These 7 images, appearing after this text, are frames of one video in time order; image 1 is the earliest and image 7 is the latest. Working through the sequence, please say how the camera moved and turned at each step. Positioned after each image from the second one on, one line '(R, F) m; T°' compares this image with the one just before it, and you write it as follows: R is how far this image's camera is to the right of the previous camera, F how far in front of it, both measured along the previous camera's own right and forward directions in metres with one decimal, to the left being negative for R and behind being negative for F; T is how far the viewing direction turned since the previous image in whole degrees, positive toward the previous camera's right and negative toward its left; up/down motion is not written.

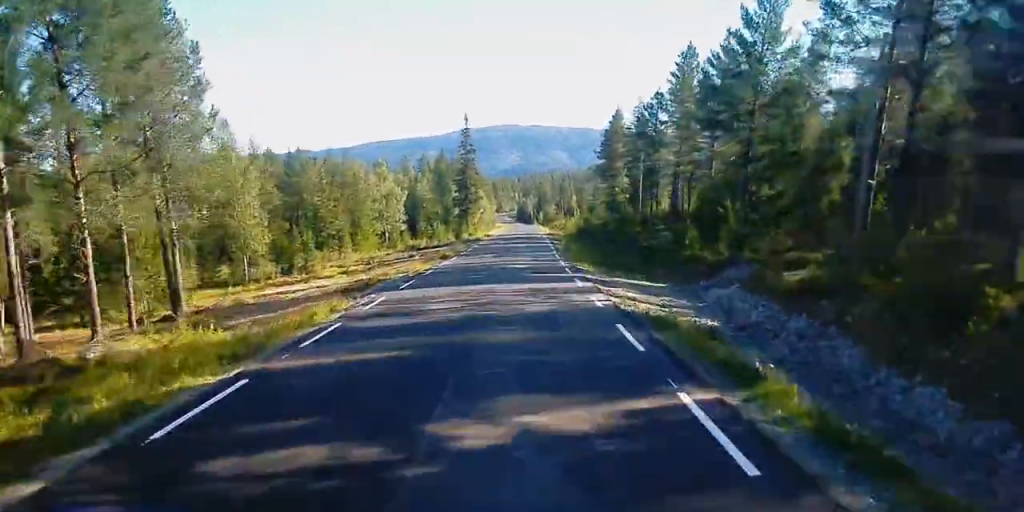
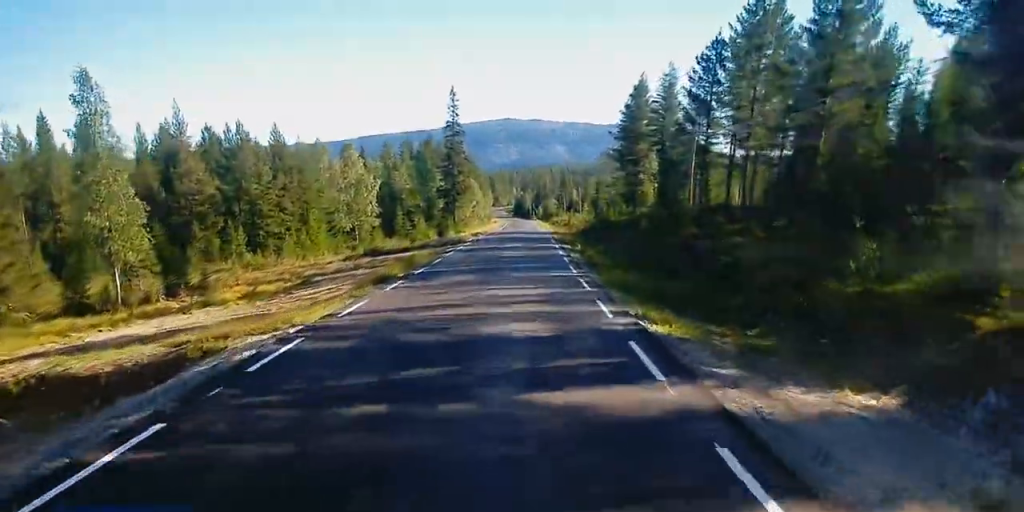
(+0.2, +20.5) m; +1°
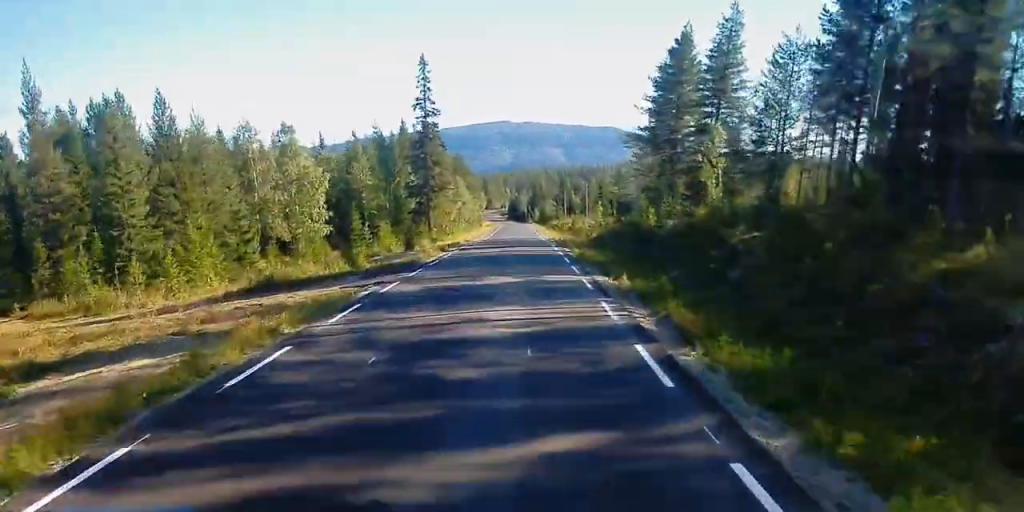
(+0.2, +24.5) m; 0°
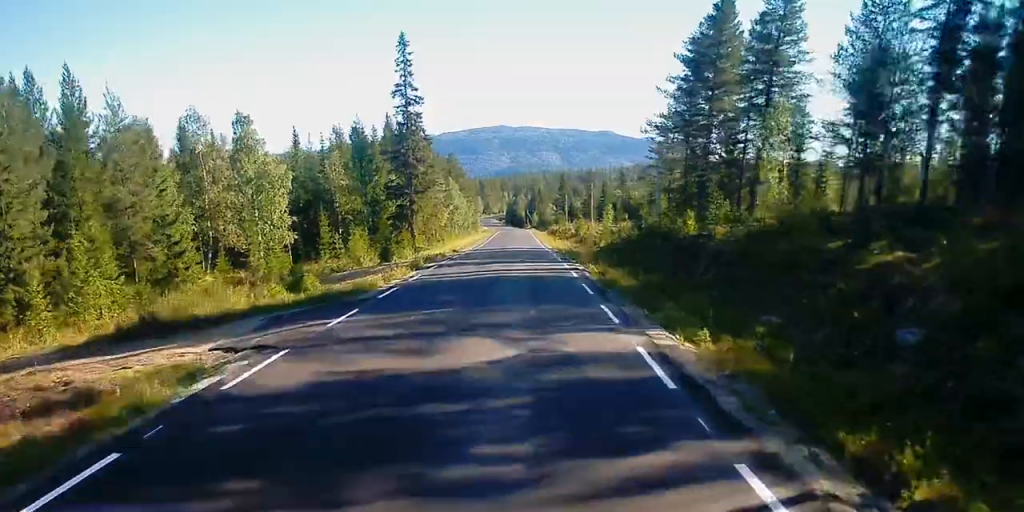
(0.0, +12.0) m; 0°
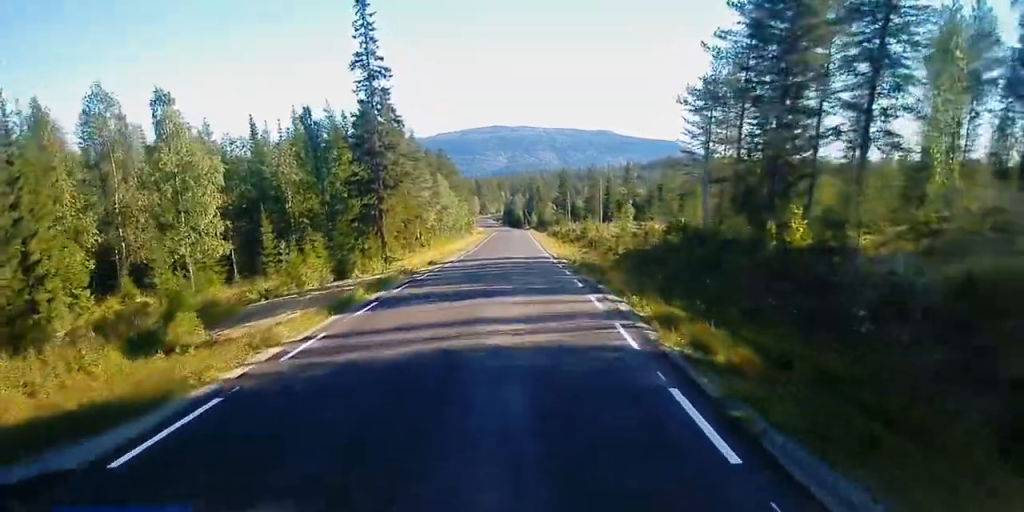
(0.0, +14.9) m; +1°
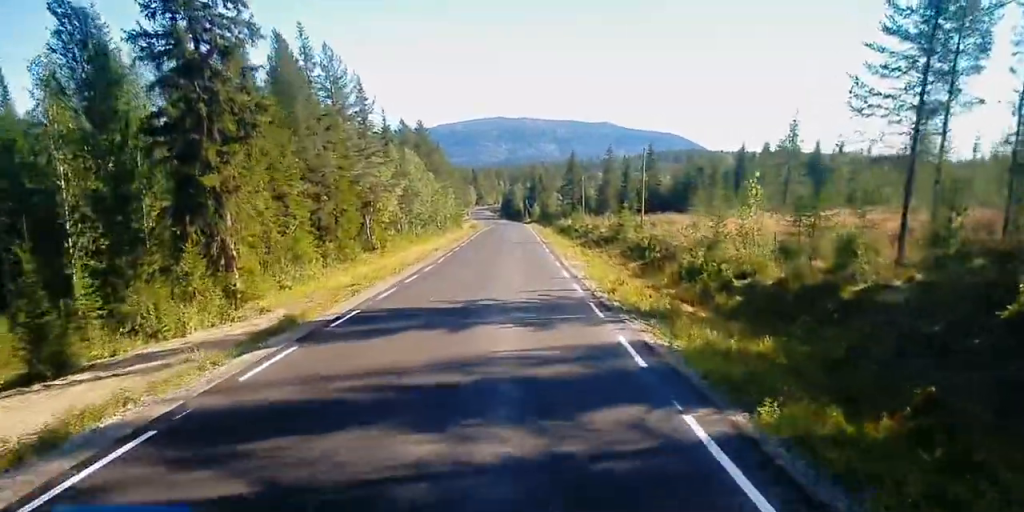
(+0.2, +31.3) m; 0°
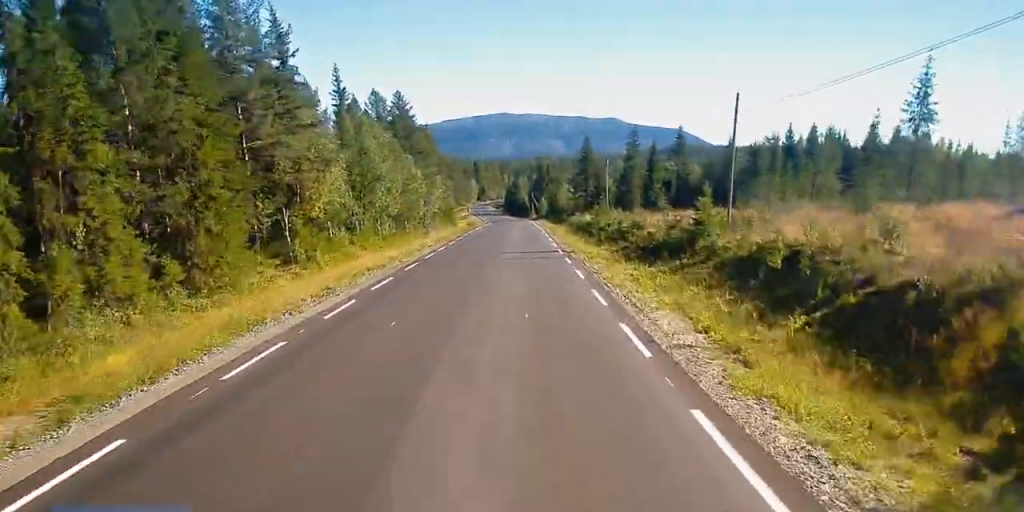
(-0.1, +24.4) m; -1°
